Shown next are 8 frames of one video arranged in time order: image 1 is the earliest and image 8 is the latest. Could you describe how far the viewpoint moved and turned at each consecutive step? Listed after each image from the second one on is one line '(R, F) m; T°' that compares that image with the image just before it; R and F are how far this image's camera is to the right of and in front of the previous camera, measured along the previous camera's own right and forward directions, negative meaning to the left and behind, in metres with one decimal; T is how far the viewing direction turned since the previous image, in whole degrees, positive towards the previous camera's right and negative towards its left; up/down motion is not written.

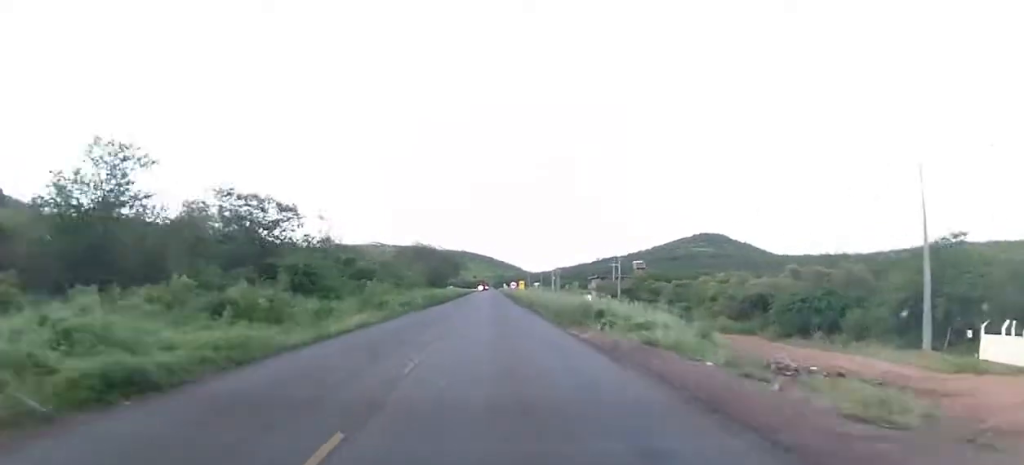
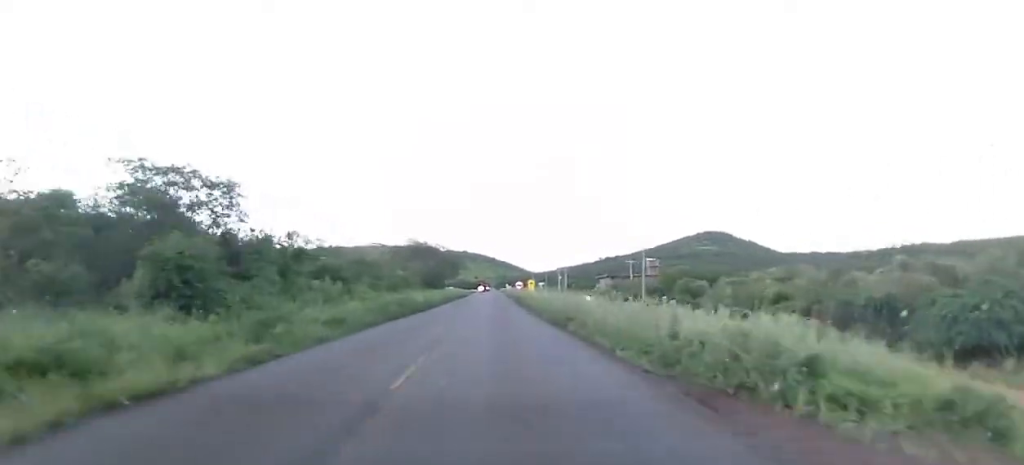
(0.0, +17.1) m; 0°
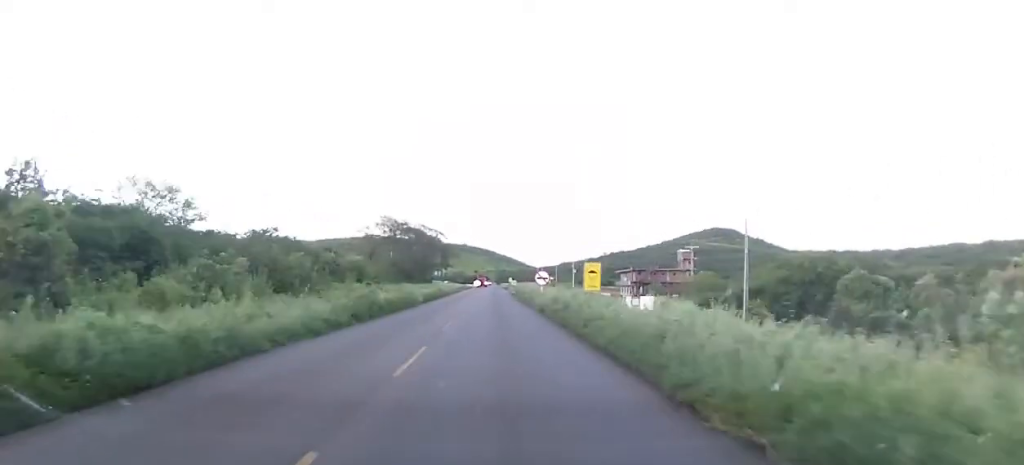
(0.0, +38.5) m; +1°
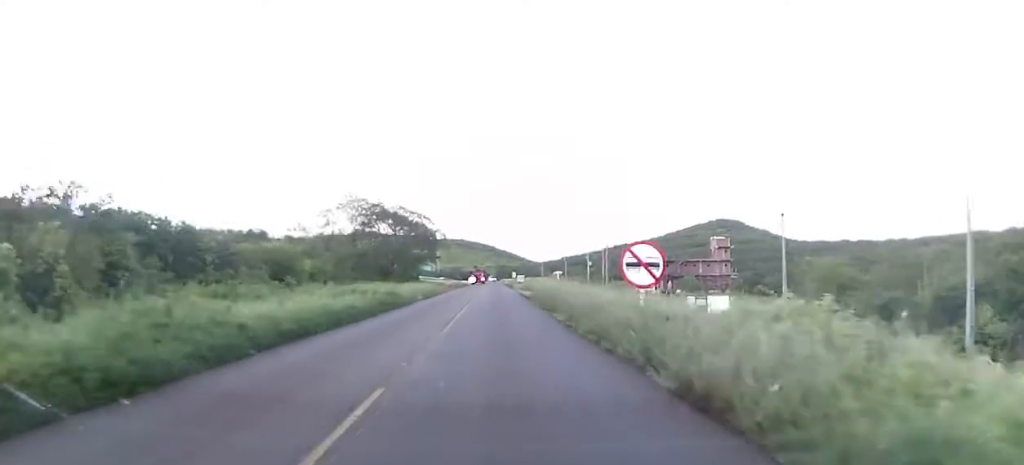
(+0.2, +28.9) m; 0°
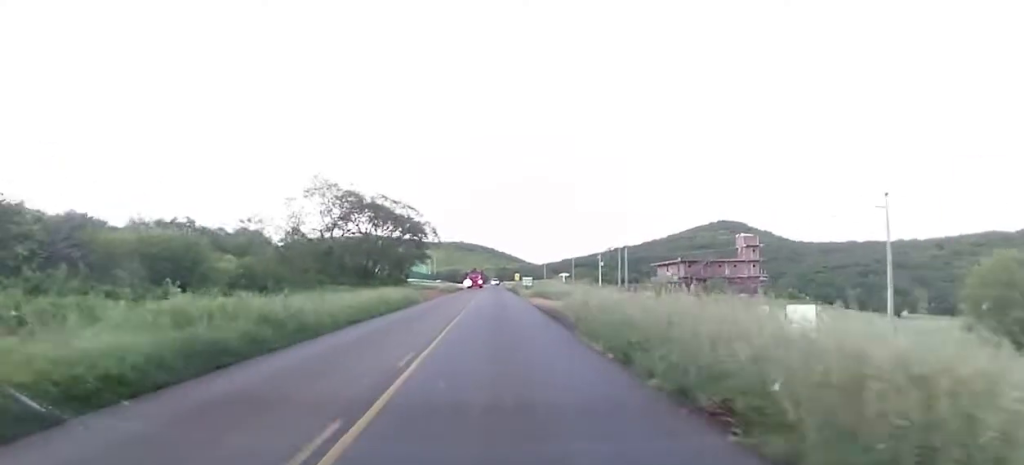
(-0.1, +17.1) m; 0°
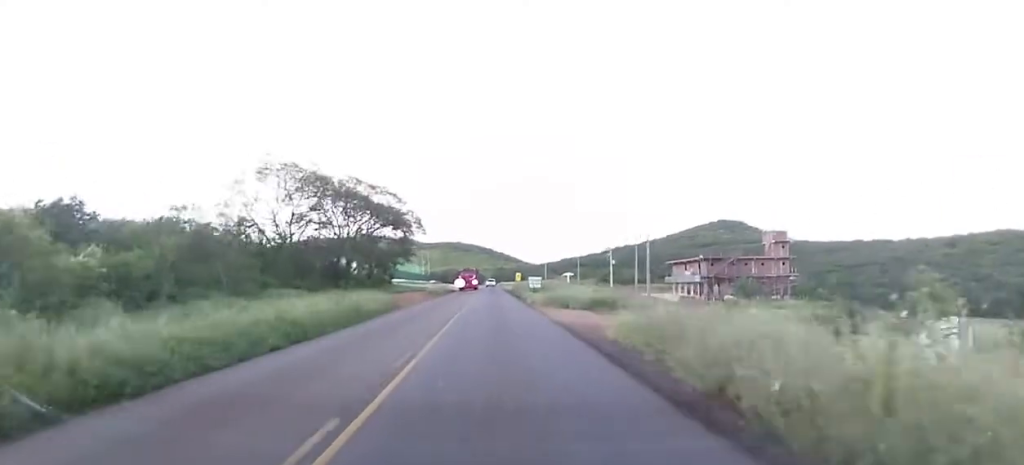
(-0.2, +15.4) m; 0°
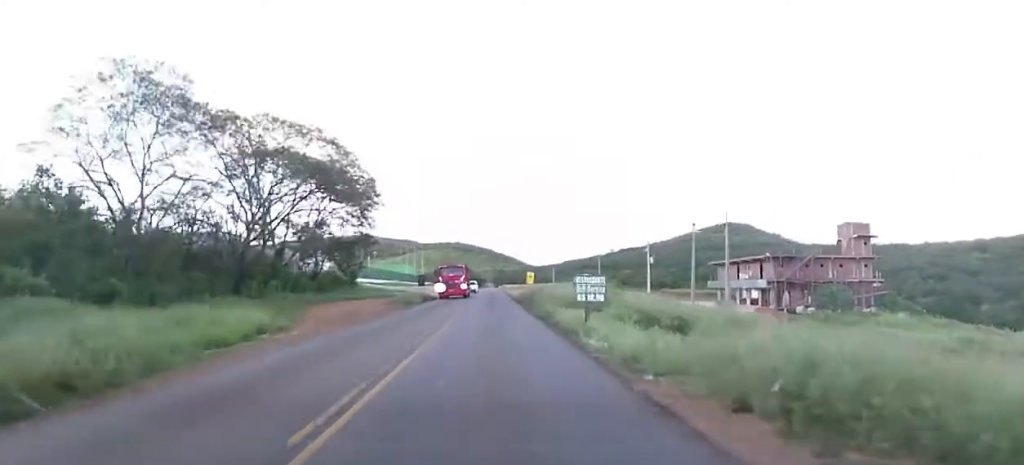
(-0.2, +26.8) m; -1°
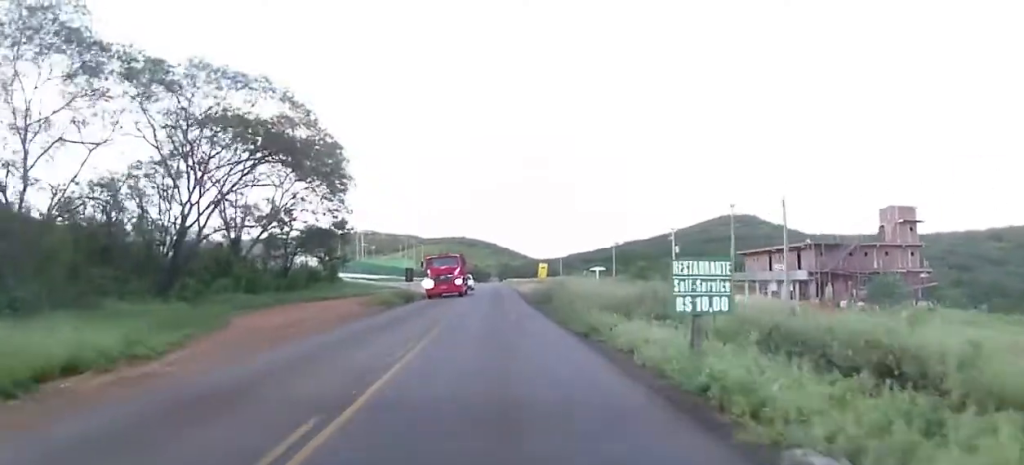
(0.0, +10.4) m; 0°
